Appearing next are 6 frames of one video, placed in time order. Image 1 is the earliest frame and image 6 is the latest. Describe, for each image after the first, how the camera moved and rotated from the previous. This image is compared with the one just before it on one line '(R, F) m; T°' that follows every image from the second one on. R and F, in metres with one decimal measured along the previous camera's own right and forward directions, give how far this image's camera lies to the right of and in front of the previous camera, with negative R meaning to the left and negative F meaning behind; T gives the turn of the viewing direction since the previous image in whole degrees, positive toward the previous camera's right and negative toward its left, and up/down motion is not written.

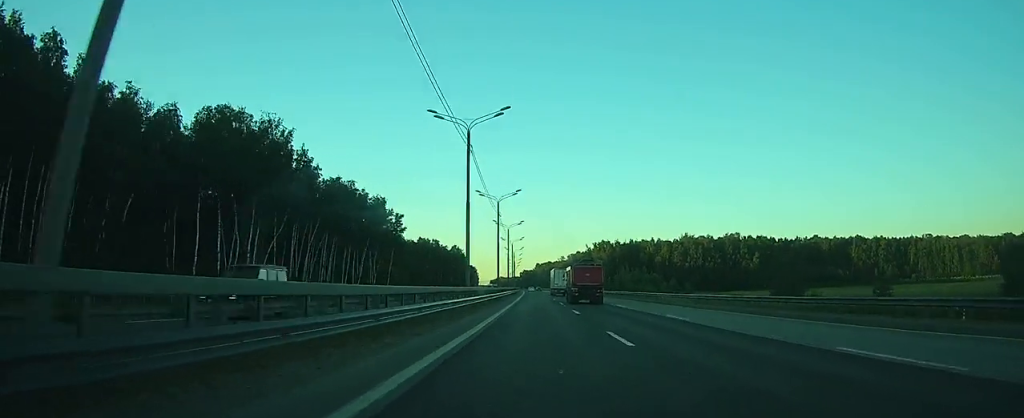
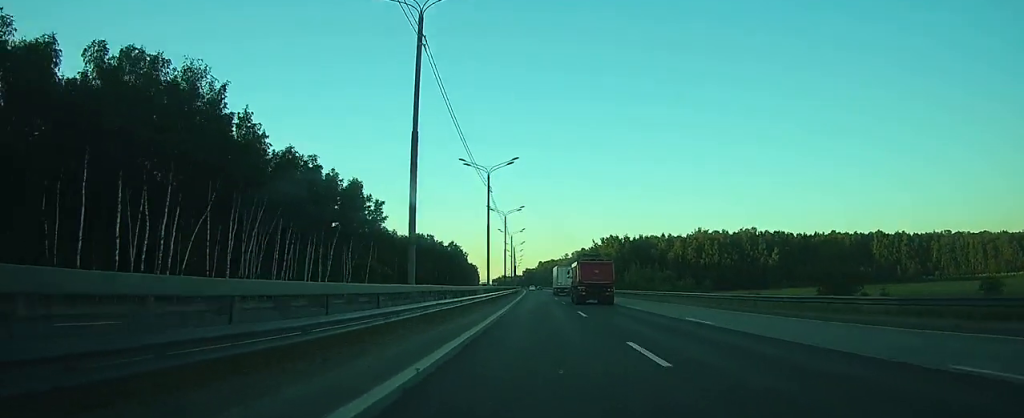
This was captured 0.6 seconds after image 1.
(-0.1, +19.2) m; 0°
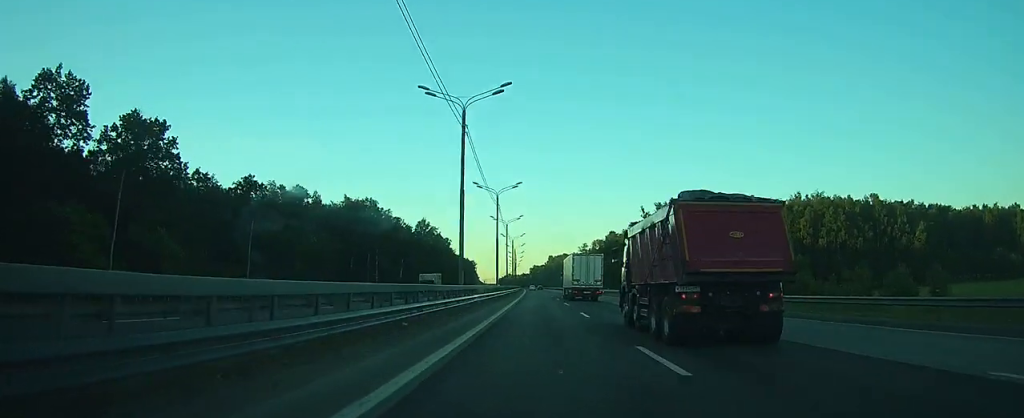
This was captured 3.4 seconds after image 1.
(-0.9, +96.0) m; -1°
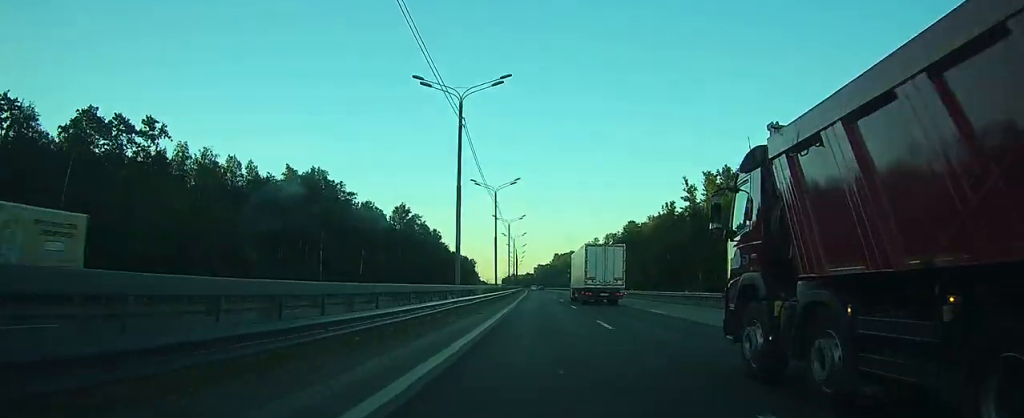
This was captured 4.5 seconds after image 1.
(-0.1, +38.6) m; 0°
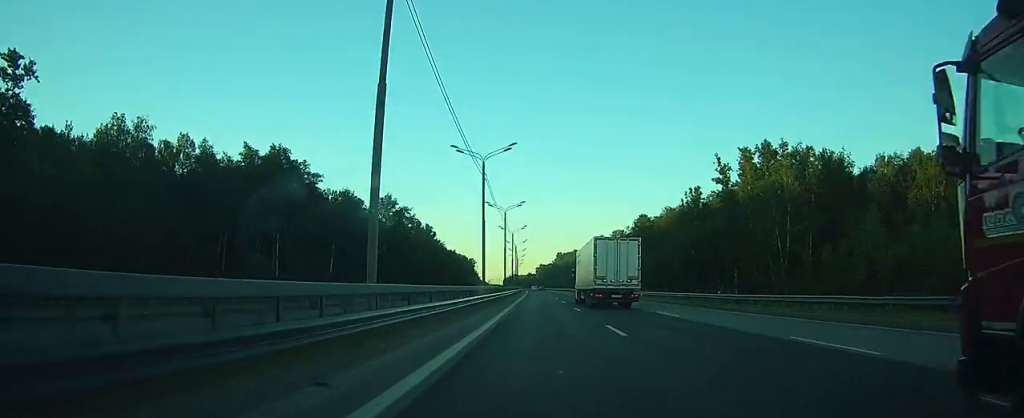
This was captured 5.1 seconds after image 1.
(-0.1, +18.2) m; 0°
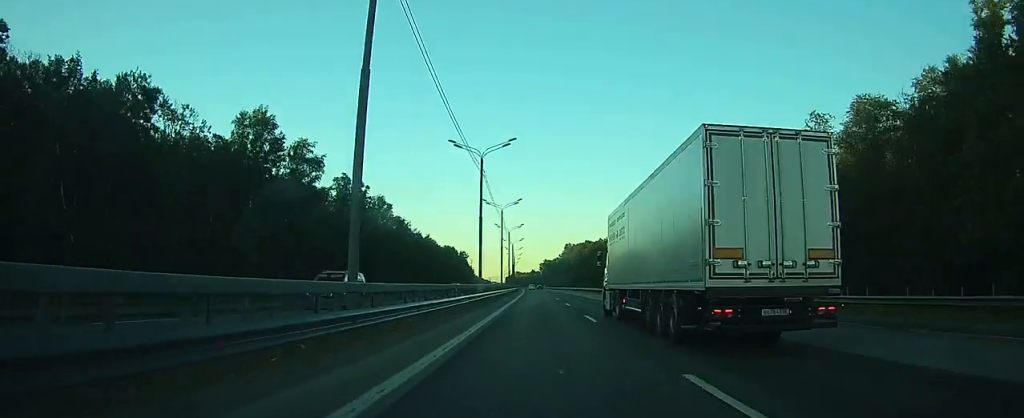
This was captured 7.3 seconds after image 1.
(+0.3, +75.5) m; 0°
